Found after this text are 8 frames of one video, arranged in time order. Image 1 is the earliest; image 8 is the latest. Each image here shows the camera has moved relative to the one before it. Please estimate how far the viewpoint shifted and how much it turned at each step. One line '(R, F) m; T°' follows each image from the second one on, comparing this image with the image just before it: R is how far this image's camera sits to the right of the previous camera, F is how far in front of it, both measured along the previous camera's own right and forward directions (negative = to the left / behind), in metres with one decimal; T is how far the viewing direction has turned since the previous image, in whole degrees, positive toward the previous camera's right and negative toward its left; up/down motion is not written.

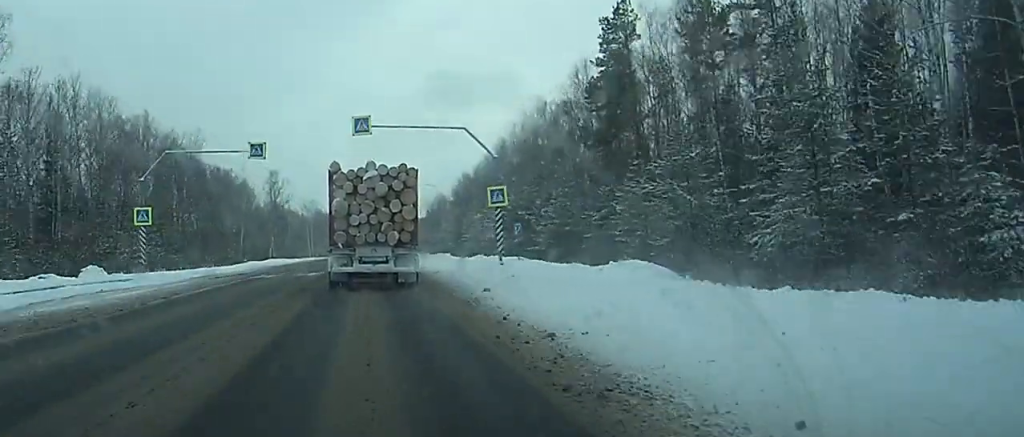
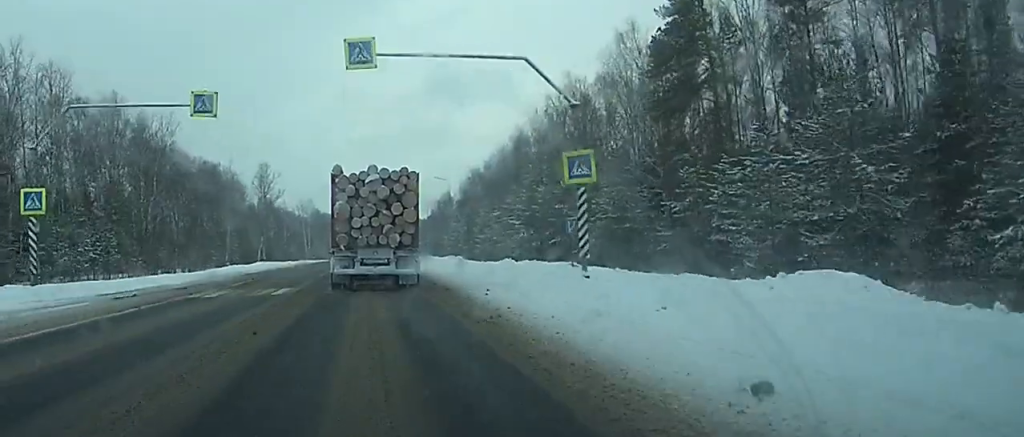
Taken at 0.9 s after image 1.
(0.0, +15.6) m; 0°
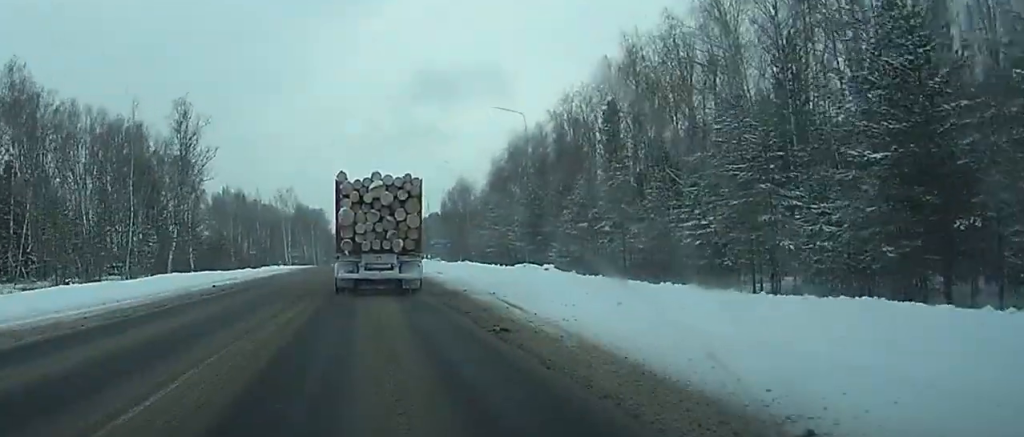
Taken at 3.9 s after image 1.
(-0.5, +54.8) m; 0°
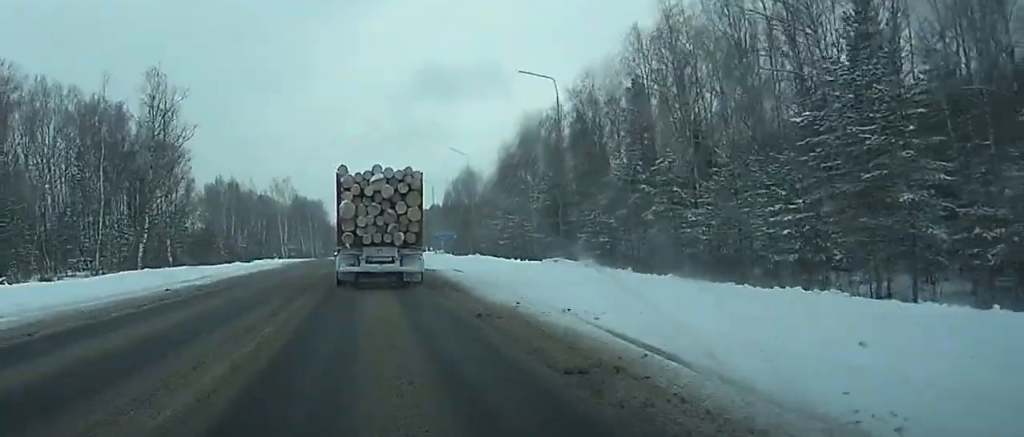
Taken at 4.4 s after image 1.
(0.0, +9.3) m; 0°
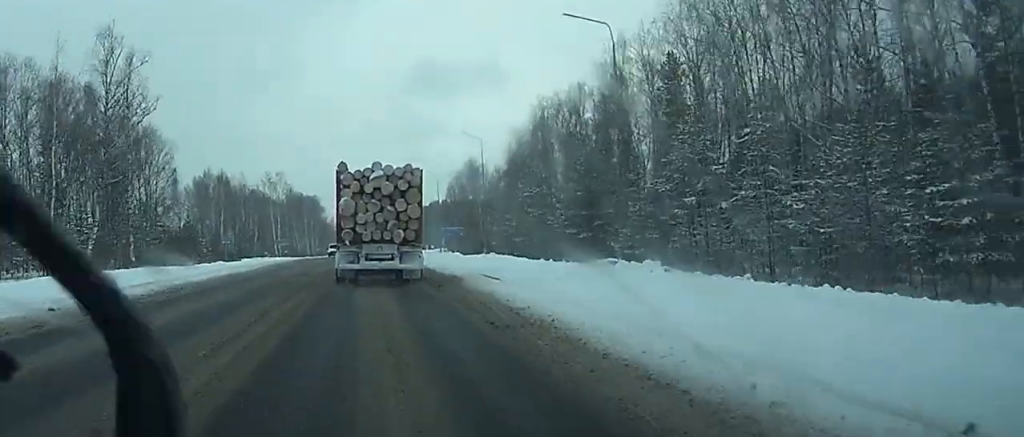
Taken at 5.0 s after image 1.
(0.0, +11.2) m; 0°
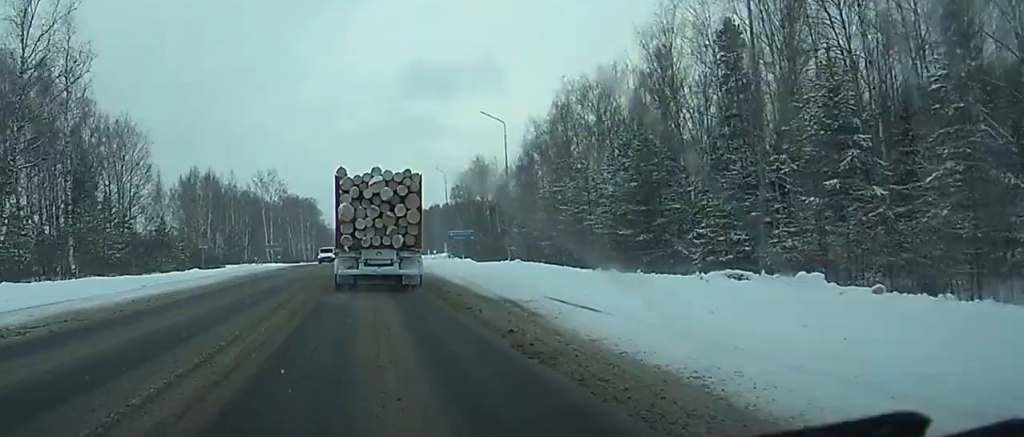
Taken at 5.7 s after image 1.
(0.0, +13.2) m; 0°
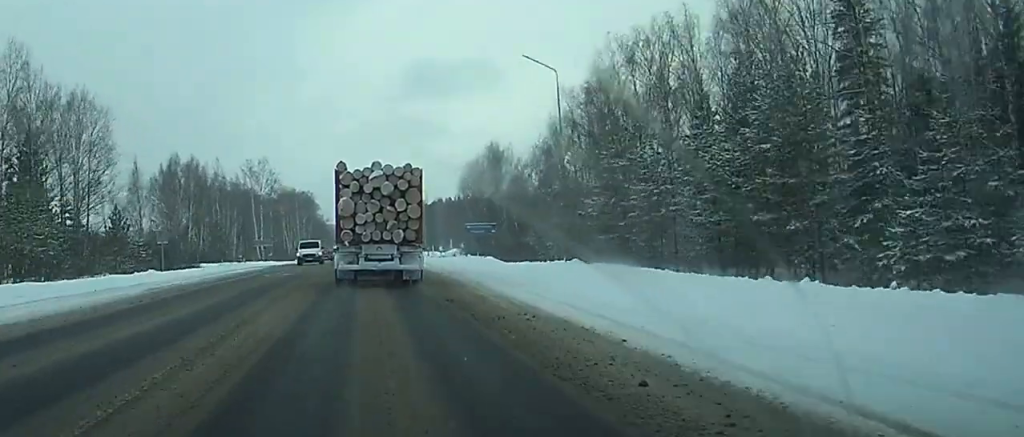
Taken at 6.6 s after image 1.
(0.0, +17.0) m; 0°
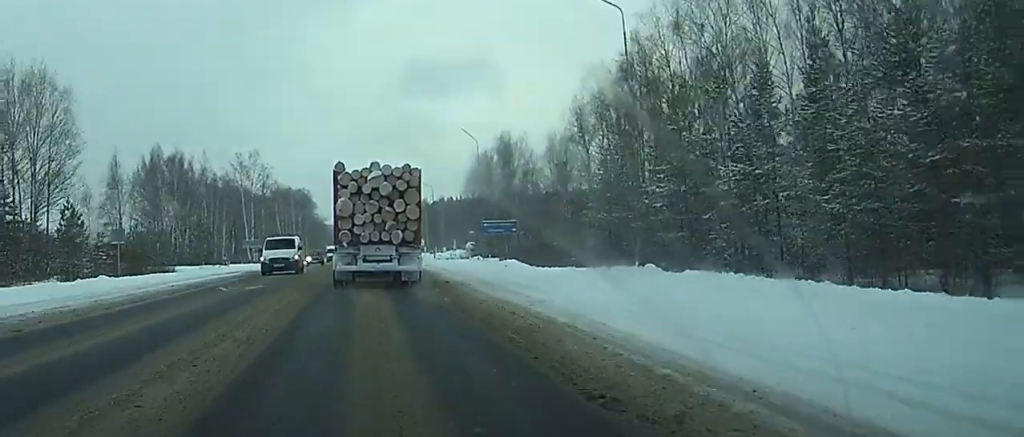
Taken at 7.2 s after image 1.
(0.0, +12.1) m; 0°
